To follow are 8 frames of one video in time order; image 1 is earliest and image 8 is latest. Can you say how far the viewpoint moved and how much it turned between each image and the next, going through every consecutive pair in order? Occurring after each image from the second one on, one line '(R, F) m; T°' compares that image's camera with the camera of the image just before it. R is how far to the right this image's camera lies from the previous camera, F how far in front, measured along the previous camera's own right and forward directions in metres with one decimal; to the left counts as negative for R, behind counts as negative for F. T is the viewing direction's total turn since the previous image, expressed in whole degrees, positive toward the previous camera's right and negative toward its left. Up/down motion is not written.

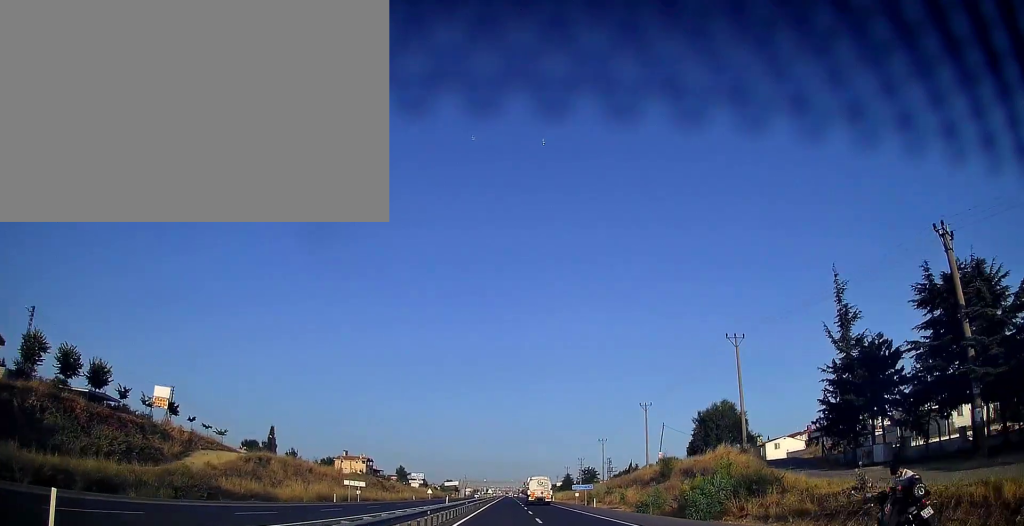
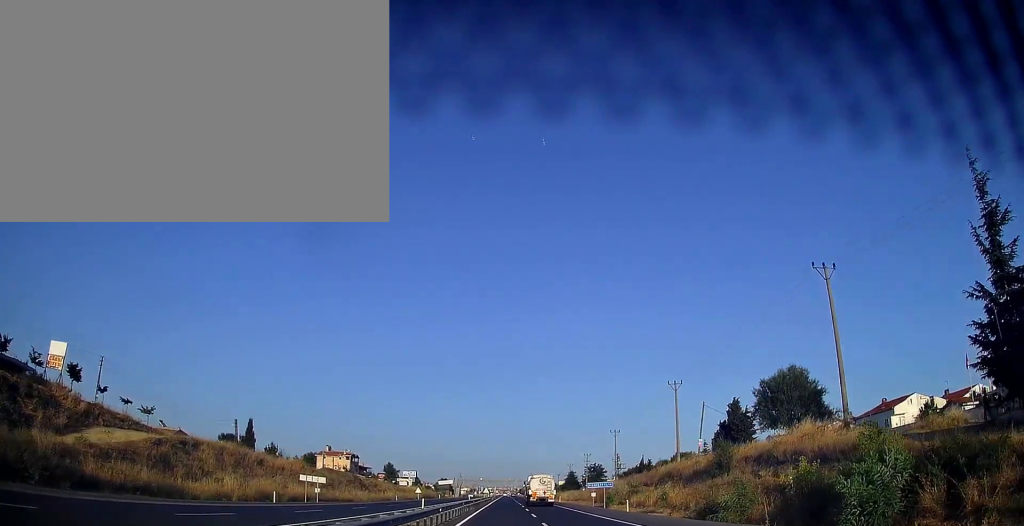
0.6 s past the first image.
(+0.2, +16.8) m; +1°
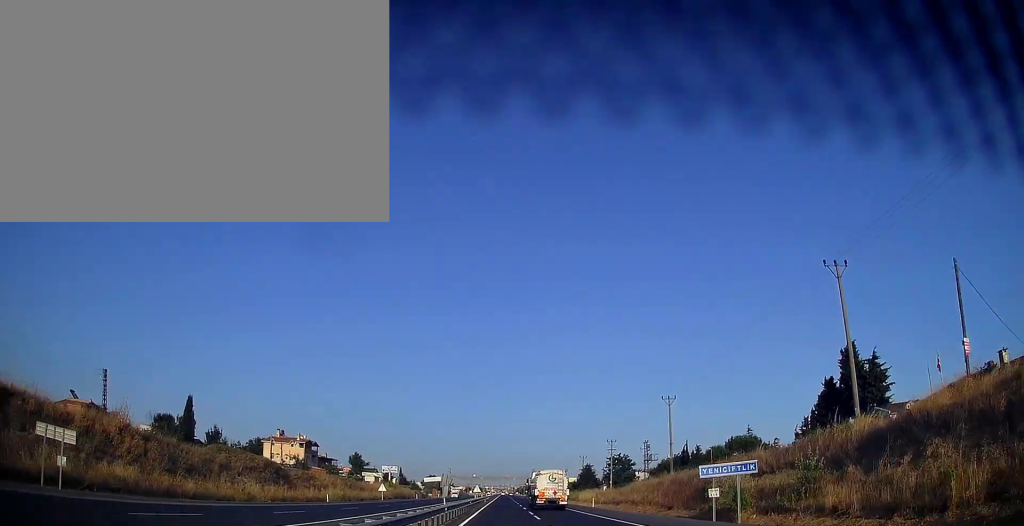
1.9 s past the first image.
(+0.7, +38.4) m; +1°
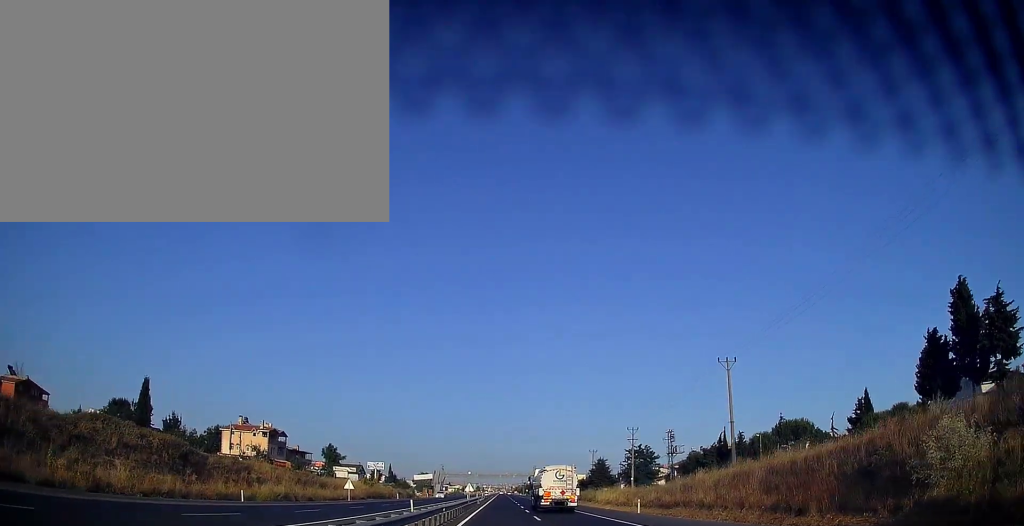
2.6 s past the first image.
(-0.2, +20.7) m; 0°
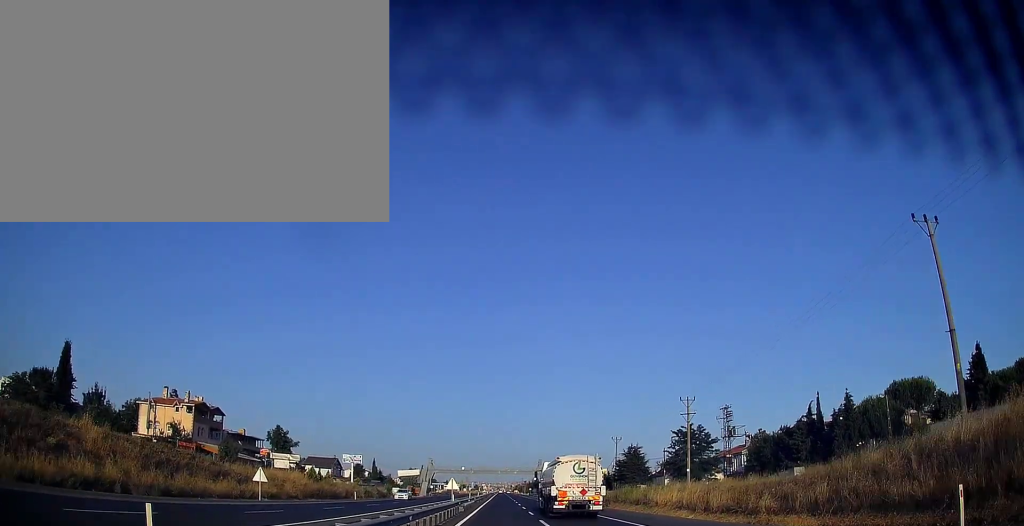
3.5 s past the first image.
(-0.2, +28.5) m; 0°
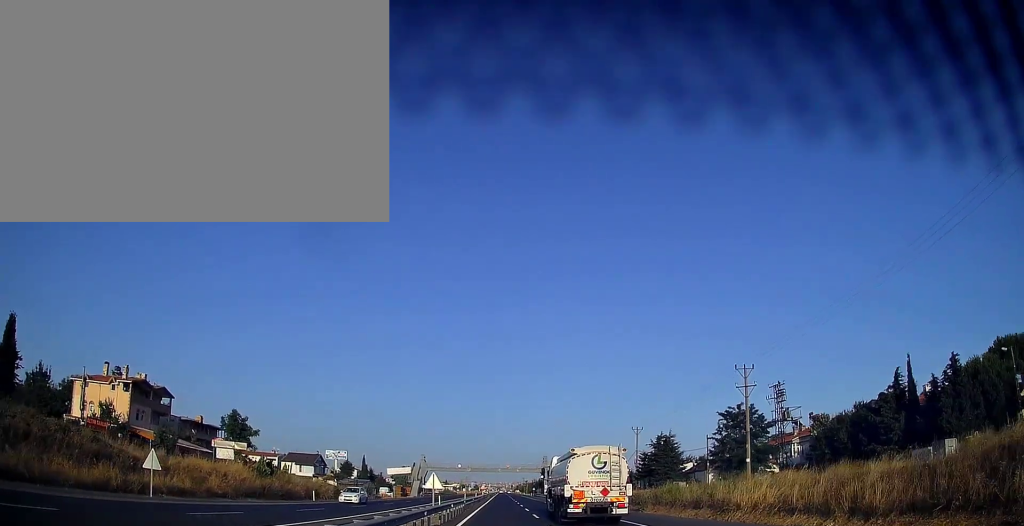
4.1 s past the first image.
(0.0, +17.7) m; 0°
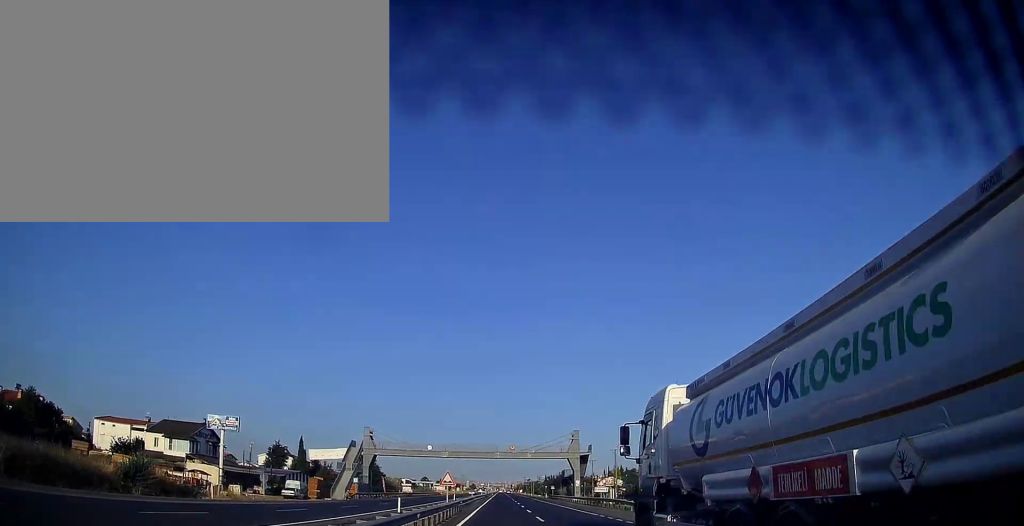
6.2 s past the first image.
(-0.1, +62.0) m; -1°
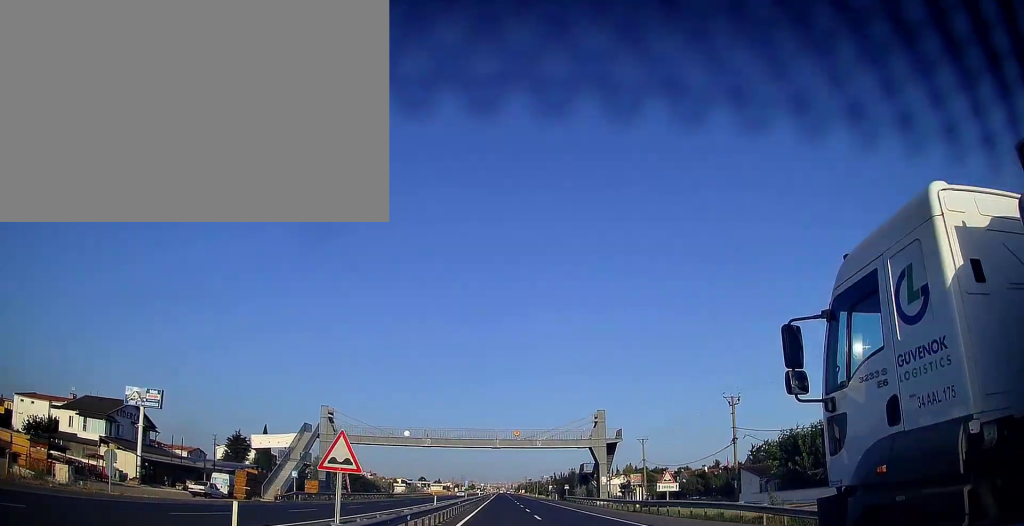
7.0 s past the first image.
(0.0, +21.6) m; 0°
